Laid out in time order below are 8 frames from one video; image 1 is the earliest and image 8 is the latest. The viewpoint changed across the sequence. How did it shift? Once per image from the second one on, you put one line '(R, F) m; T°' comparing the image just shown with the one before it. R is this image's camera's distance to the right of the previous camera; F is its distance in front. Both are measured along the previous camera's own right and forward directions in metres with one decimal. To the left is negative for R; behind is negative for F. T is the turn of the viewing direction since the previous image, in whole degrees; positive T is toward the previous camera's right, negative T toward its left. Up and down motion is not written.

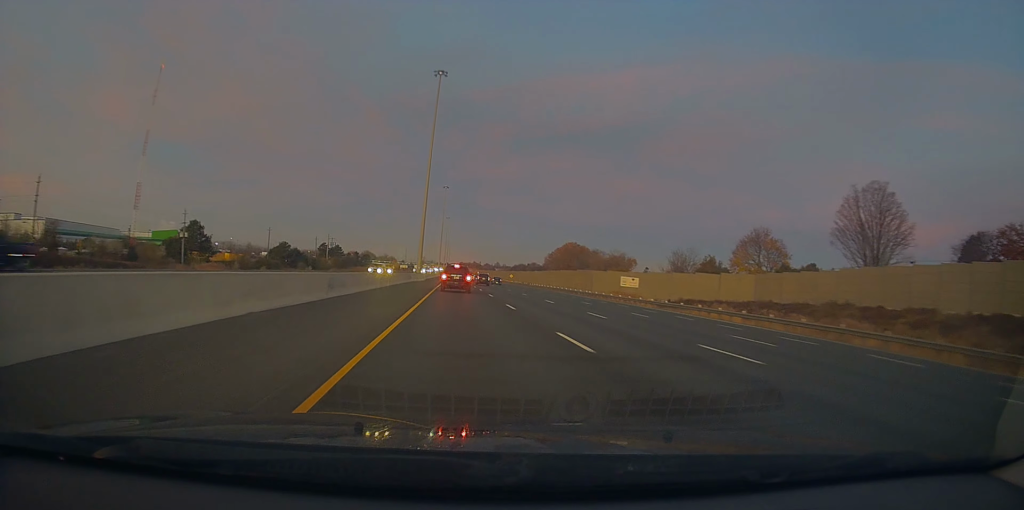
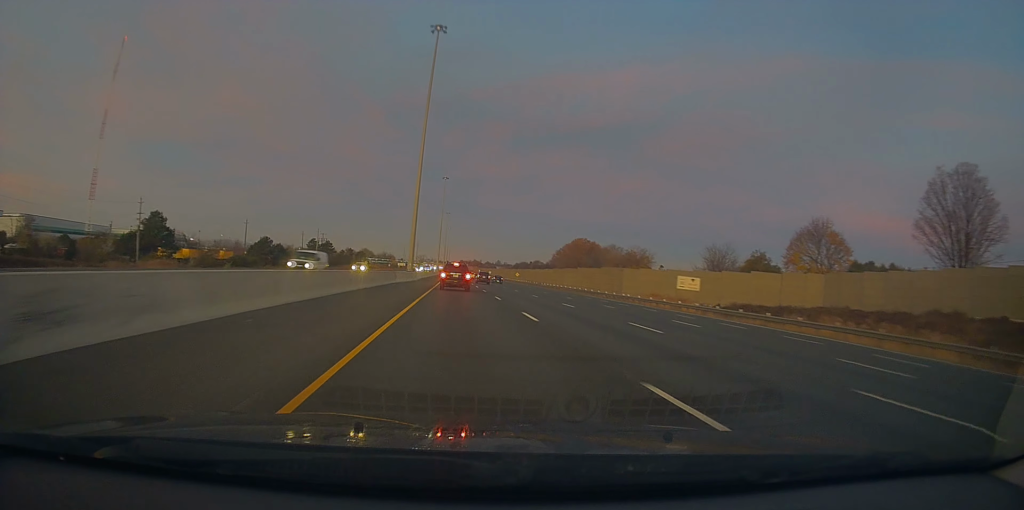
(0.0, +18.8) m; 0°
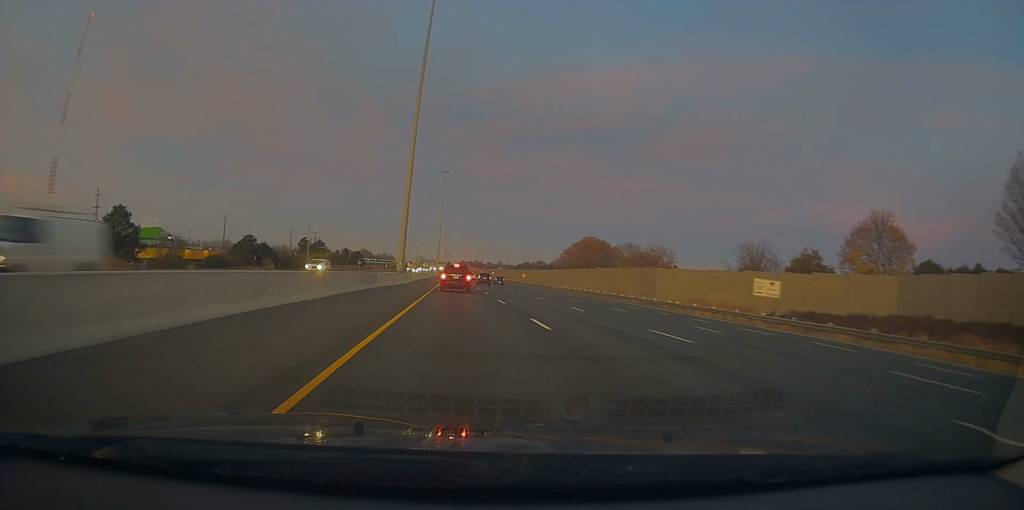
(-0.1, +15.0) m; +1°
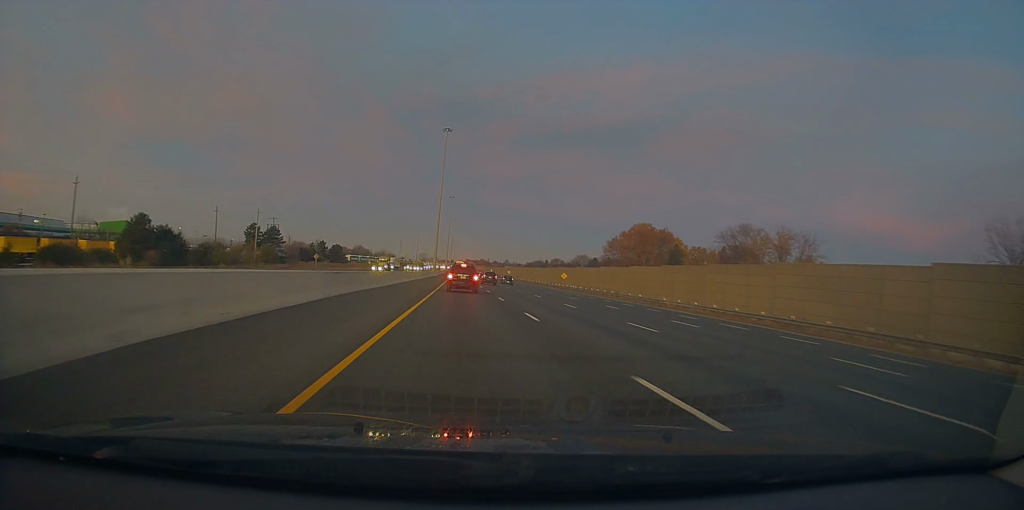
(-0.7, +59.6) m; -2°
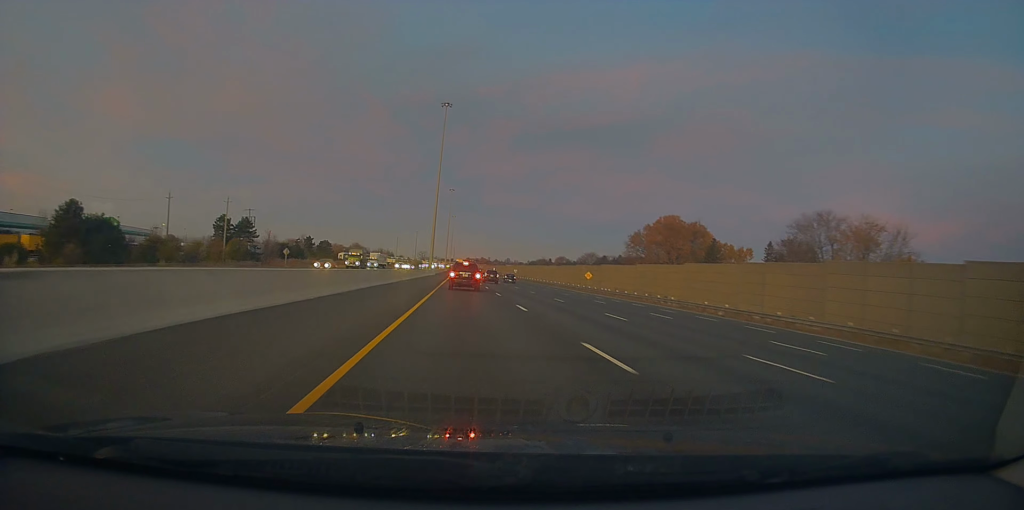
(+0.2, +20.7) m; 0°
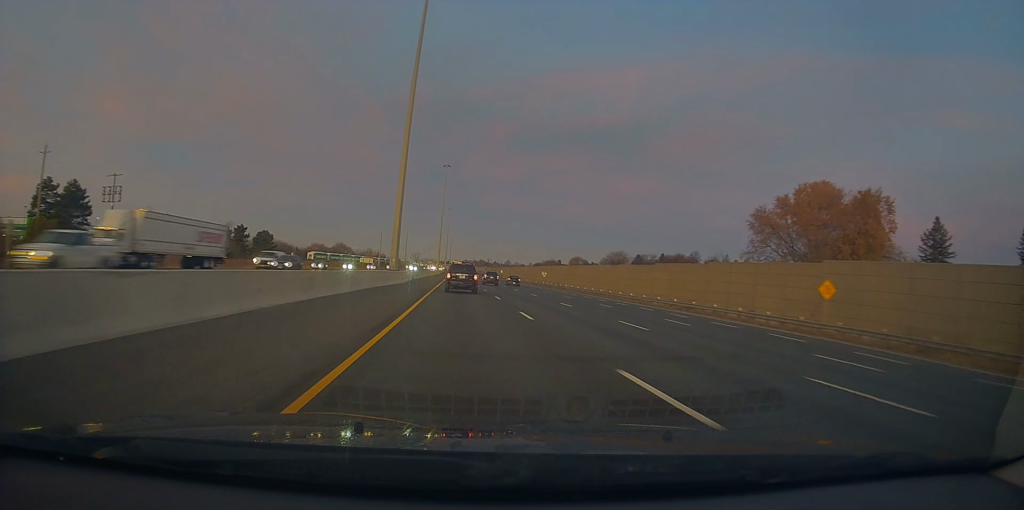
(+0.6, +66.7) m; +1°
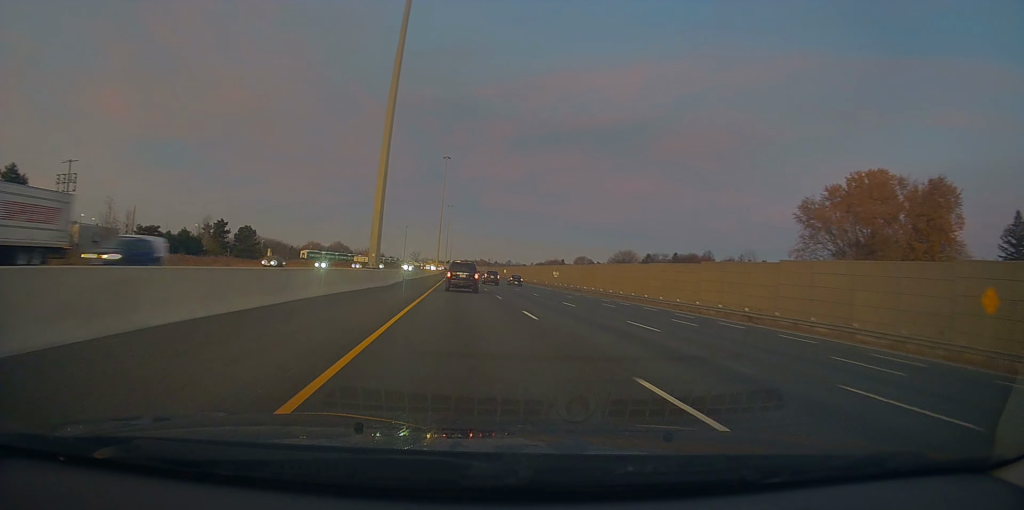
(0.0, +13.5) m; 0°
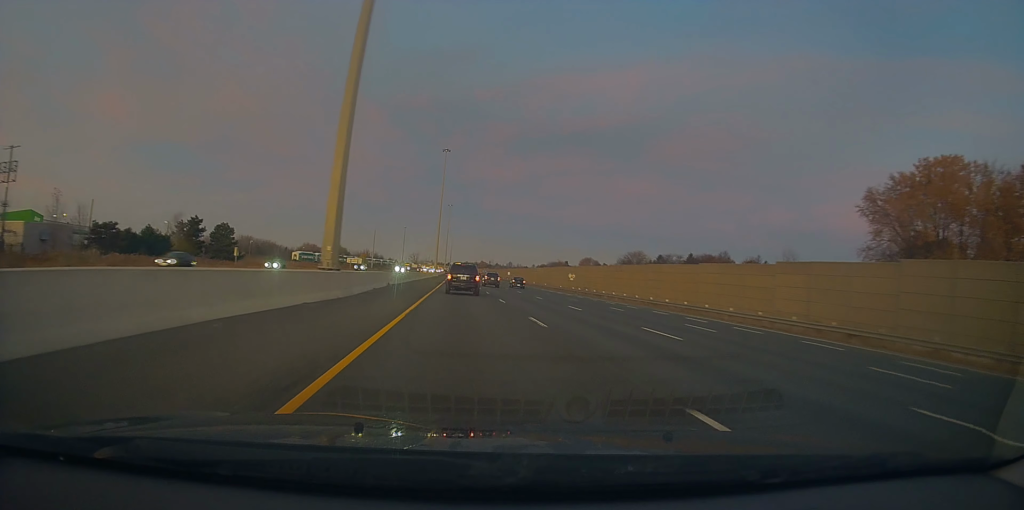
(0.0, +15.5) m; 0°
